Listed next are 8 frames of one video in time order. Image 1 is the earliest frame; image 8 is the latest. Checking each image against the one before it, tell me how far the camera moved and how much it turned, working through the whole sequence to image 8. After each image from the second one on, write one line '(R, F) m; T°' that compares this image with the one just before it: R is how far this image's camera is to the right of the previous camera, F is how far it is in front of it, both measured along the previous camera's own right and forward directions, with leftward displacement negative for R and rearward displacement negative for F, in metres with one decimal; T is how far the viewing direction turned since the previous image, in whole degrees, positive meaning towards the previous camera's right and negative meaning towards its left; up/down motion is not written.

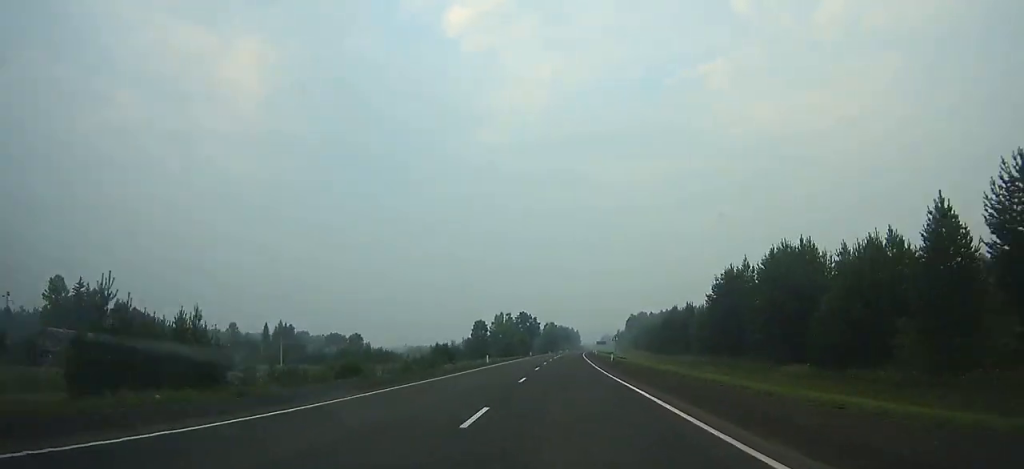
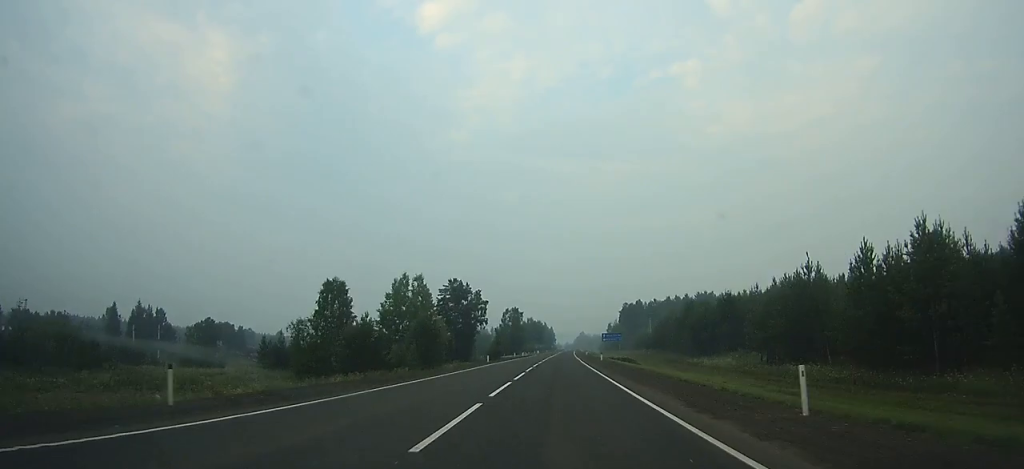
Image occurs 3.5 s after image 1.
(+2.2, +96.8) m; +2°
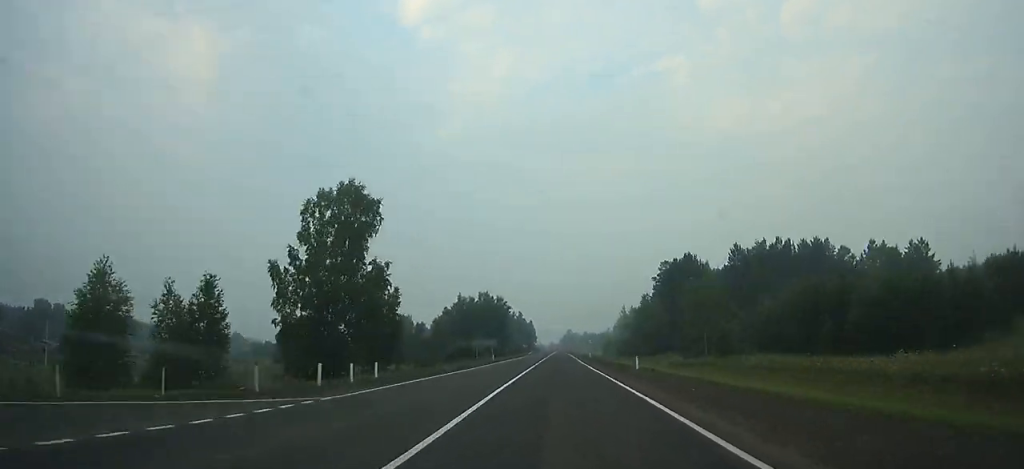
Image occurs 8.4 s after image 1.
(+2.3, +132.3) m; +2°
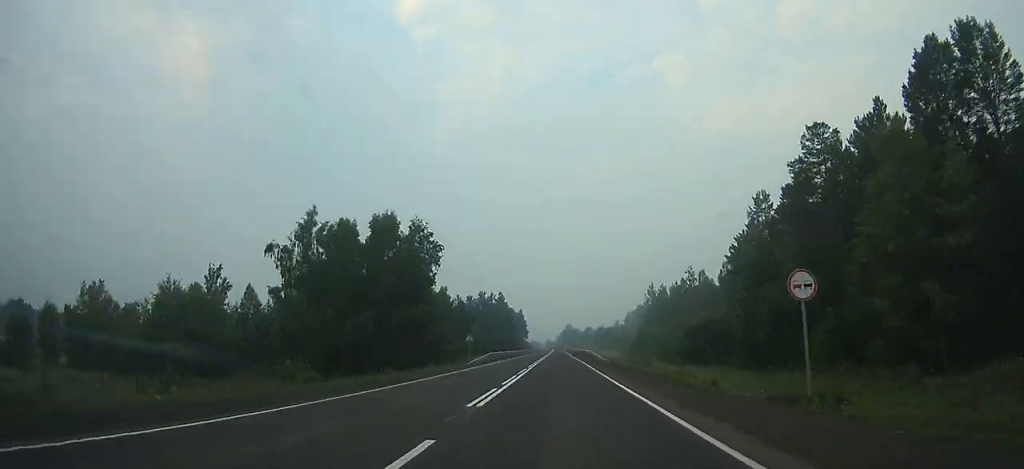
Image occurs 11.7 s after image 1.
(+0.3, +85.6) m; 0°
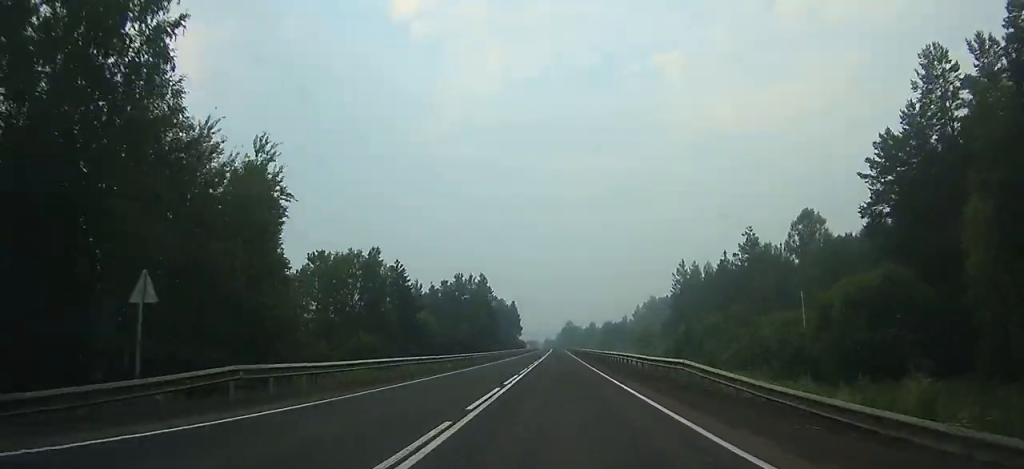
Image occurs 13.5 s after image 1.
(+0.1, +46.6) m; 0°
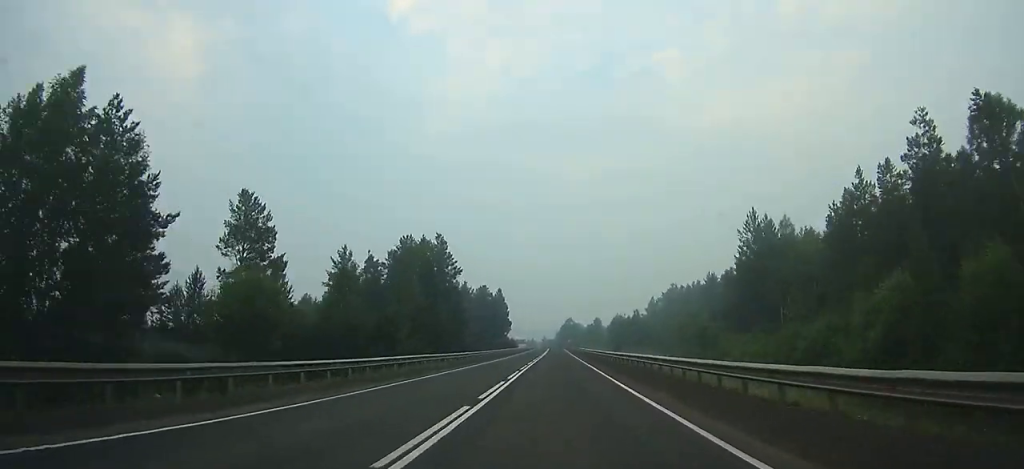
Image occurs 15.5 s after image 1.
(0.0, +53.5) m; 0°
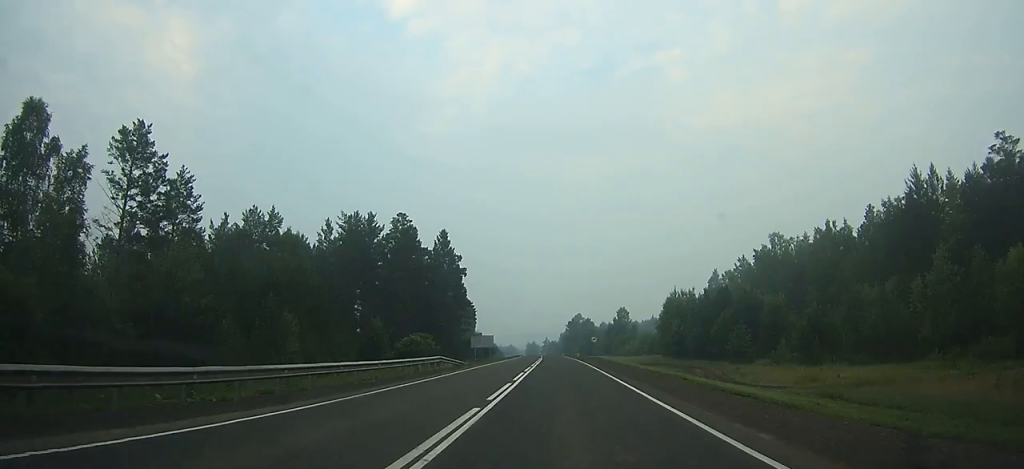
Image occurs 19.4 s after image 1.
(-0.3, +107.1) m; -1°
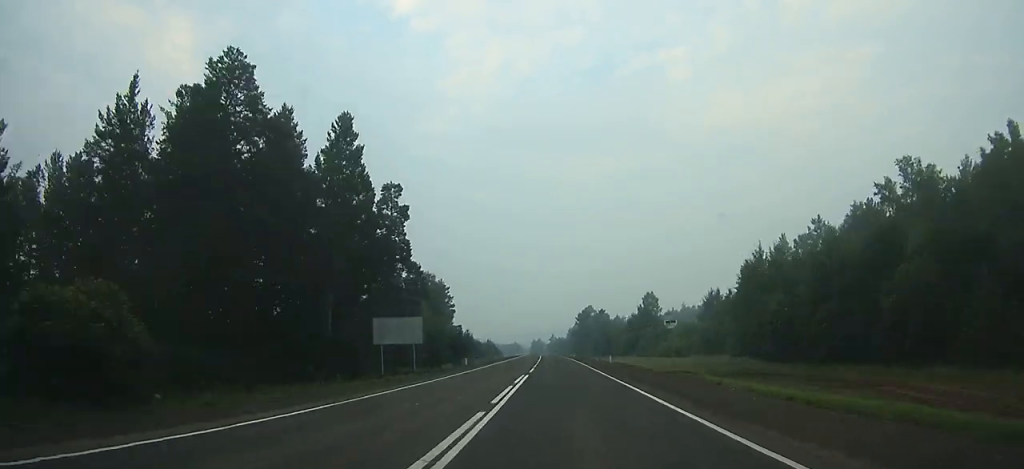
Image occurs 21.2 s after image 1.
(-0.2, +48.9) m; -1°
